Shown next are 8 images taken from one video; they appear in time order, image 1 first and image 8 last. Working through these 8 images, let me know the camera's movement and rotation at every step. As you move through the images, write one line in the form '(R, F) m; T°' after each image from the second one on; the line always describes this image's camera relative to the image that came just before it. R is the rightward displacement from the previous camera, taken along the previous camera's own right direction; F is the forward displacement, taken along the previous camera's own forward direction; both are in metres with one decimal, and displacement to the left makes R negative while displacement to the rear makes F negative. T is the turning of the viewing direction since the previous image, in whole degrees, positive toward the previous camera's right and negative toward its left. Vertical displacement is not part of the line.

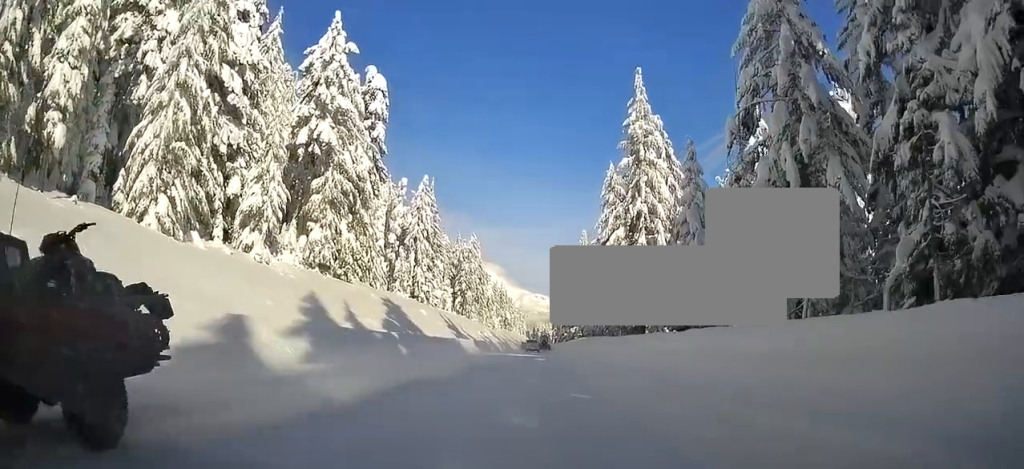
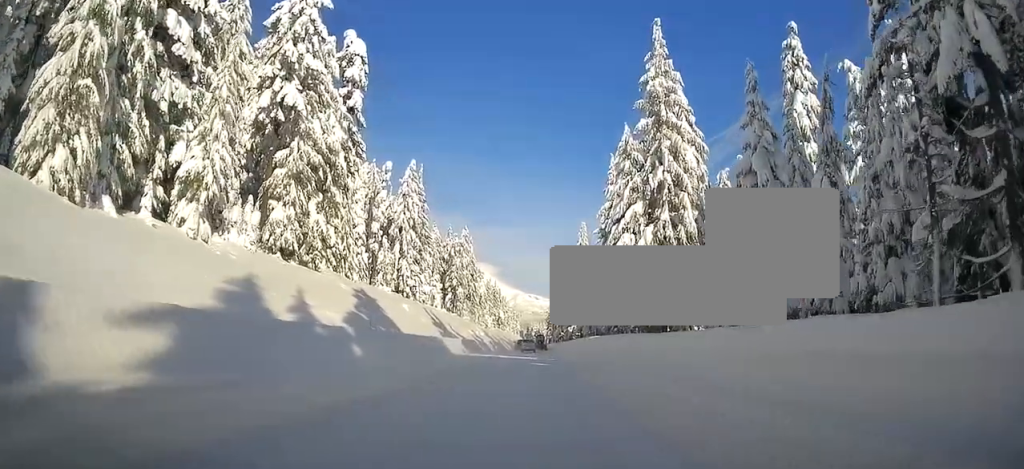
(+0.7, +11.2) m; 0°
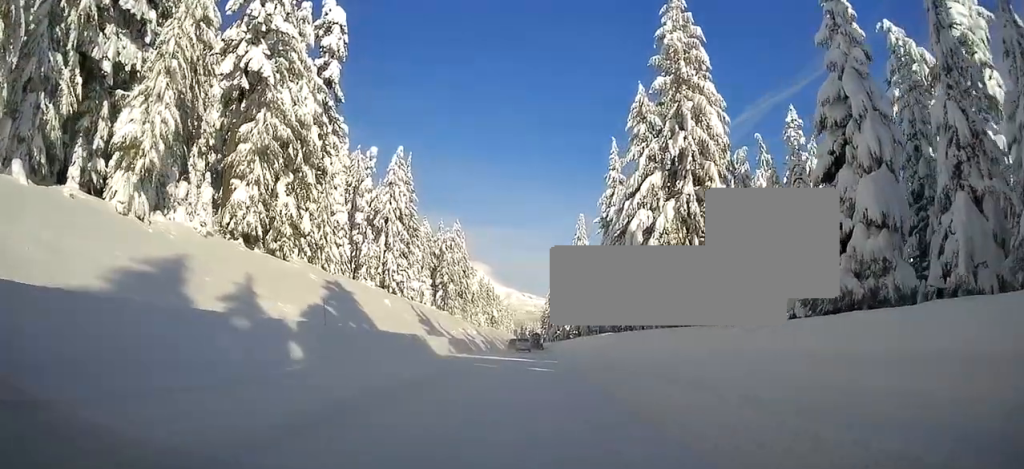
(-0.5, +8.3) m; 0°
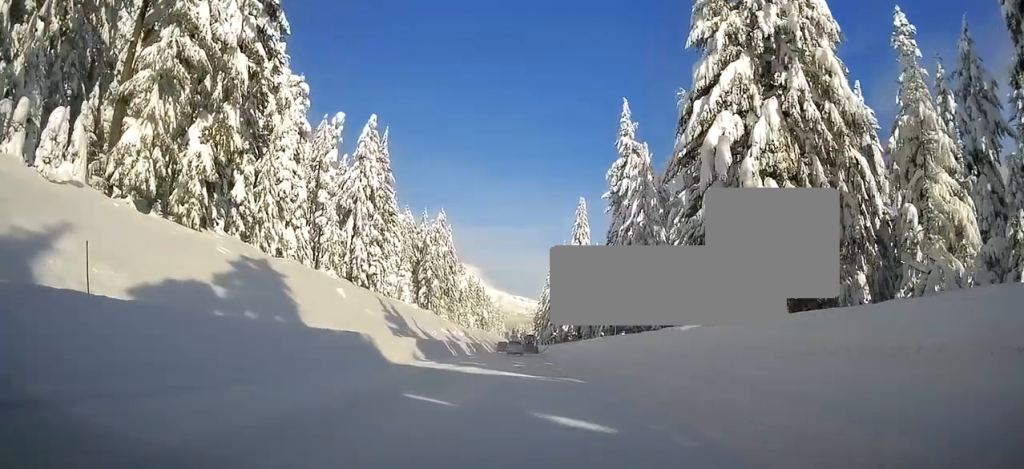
(+0.3, +18.3) m; -1°
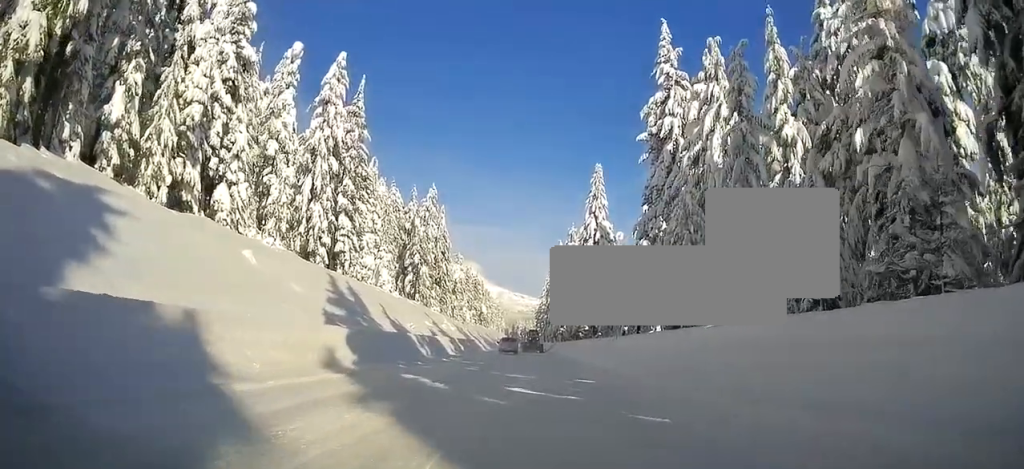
(+0.2, +22.8) m; +3°
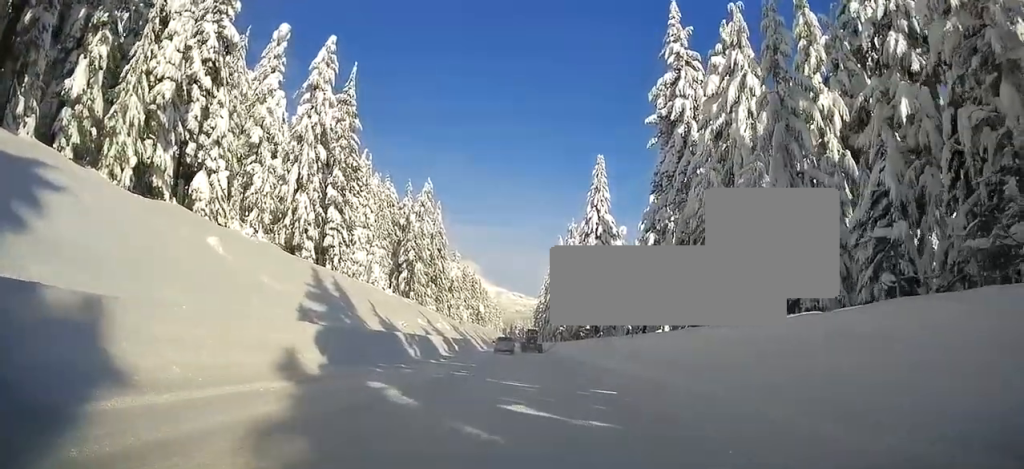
(+0.2, +5.0) m; 0°
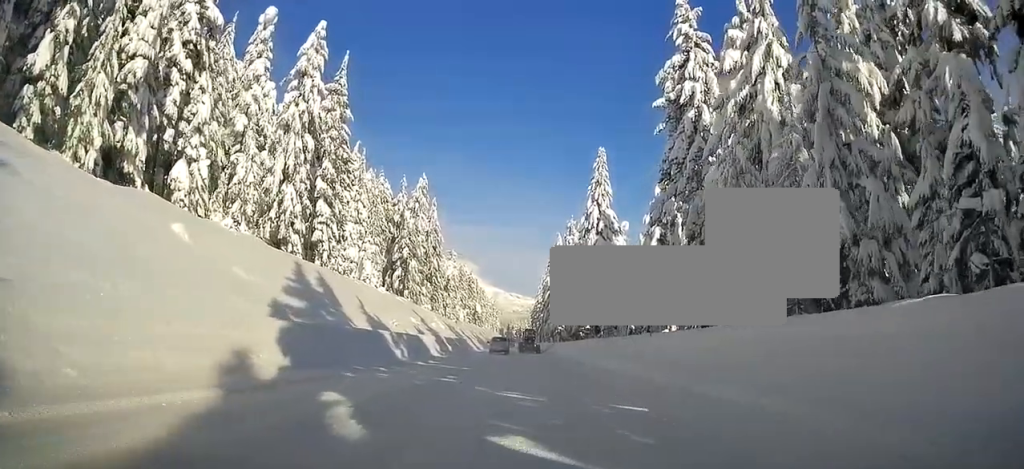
(-0.1, +4.0) m; 0°
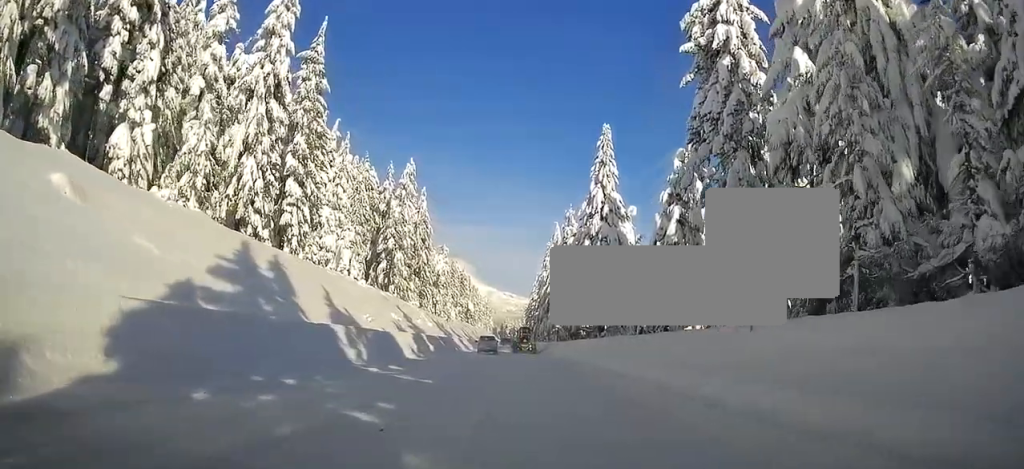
(0.0, +9.9) m; +2°
